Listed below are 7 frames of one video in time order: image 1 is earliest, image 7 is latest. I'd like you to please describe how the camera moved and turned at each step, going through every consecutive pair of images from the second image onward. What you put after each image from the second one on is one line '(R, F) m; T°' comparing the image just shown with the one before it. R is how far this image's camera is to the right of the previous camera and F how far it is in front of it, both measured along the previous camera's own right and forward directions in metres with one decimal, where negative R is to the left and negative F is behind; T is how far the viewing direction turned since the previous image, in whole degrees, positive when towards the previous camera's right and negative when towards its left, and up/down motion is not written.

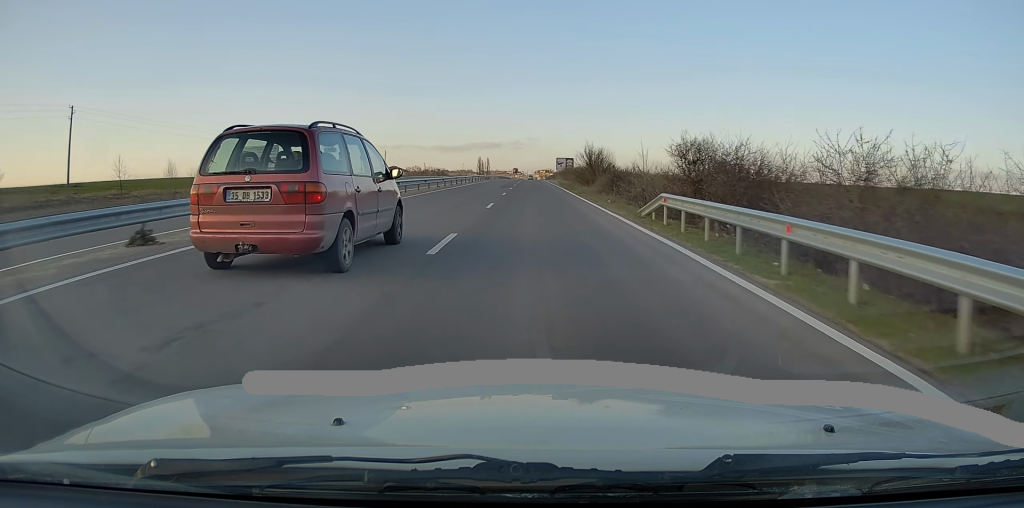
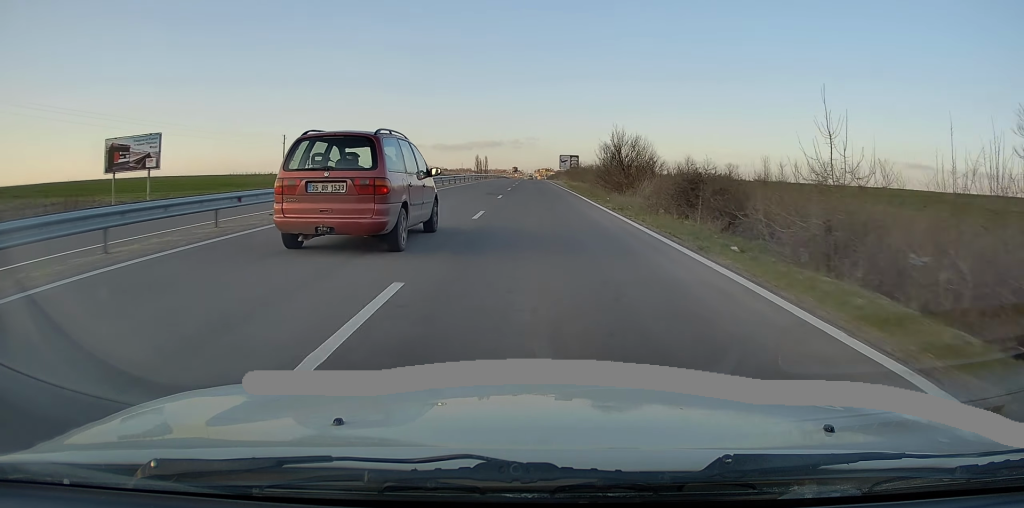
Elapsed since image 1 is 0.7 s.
(0.0, +17.2) m; 0°
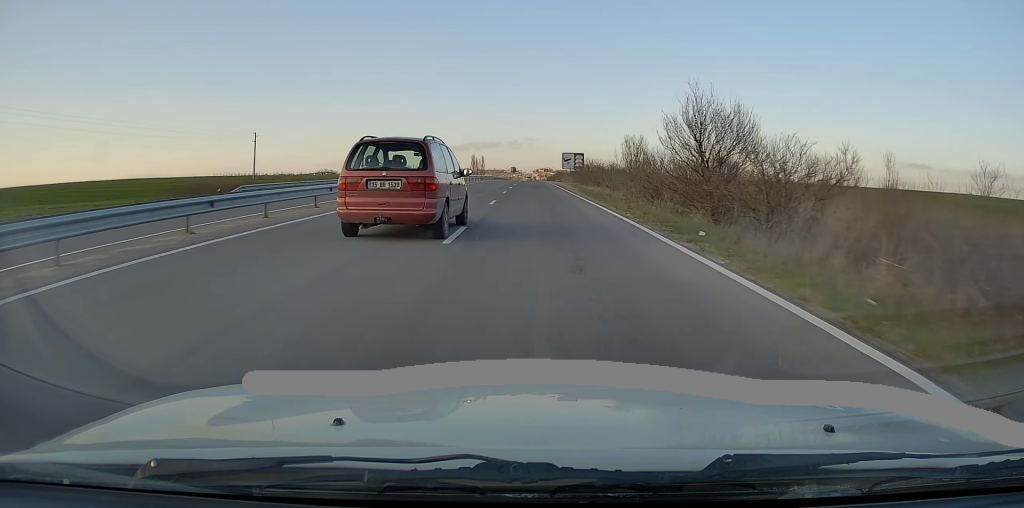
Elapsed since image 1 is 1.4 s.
(0.0, +17.2) m; 0°
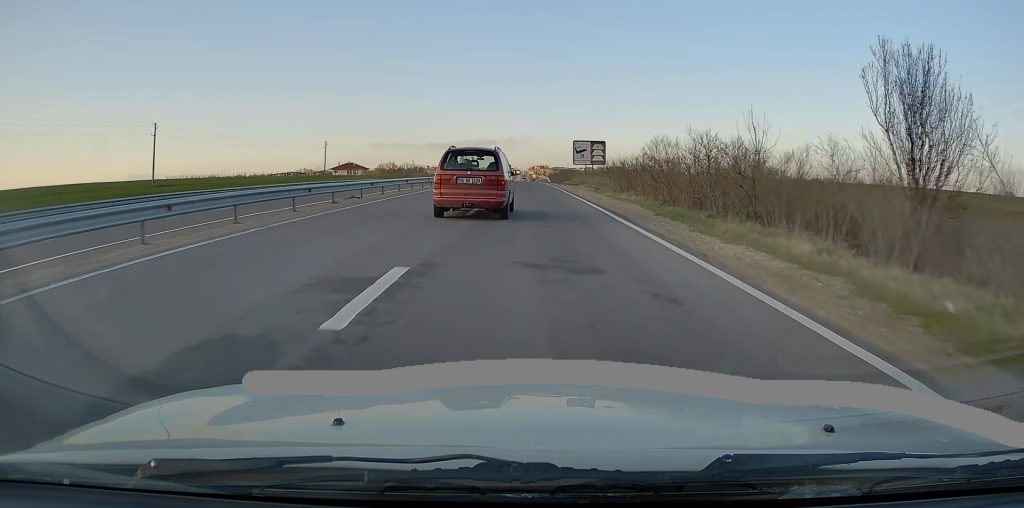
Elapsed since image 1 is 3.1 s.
(+0.3, +41.5) m; 0°
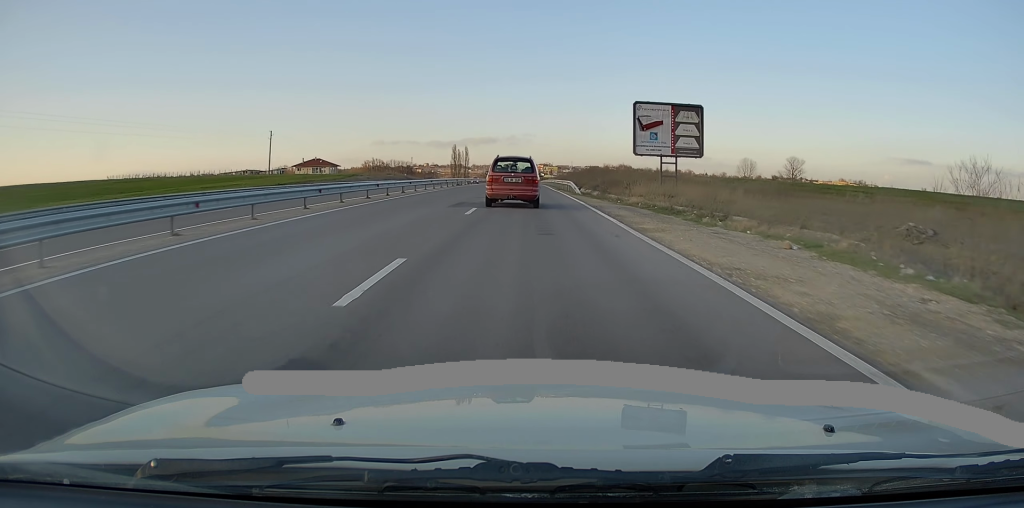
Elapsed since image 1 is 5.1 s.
(-0.2, +46.8) m; 0°
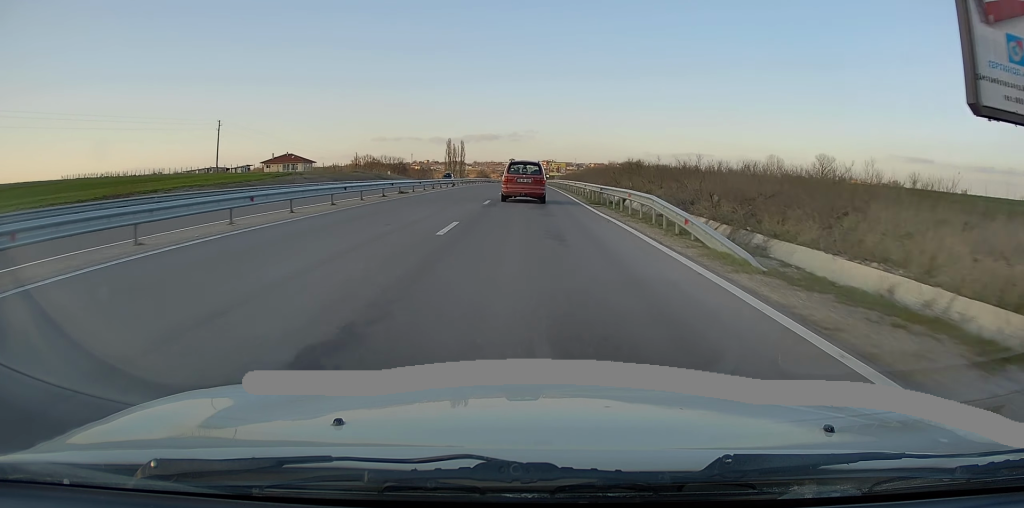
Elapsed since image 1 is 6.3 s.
(+0.1, +29.5) m; 0°
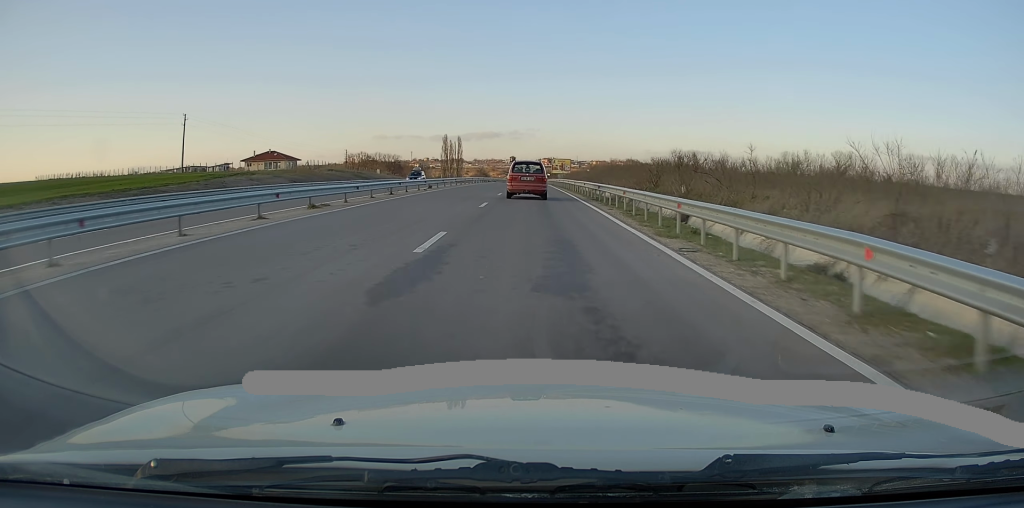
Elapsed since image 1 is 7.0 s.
(0.0, +14.4) m; 0°
